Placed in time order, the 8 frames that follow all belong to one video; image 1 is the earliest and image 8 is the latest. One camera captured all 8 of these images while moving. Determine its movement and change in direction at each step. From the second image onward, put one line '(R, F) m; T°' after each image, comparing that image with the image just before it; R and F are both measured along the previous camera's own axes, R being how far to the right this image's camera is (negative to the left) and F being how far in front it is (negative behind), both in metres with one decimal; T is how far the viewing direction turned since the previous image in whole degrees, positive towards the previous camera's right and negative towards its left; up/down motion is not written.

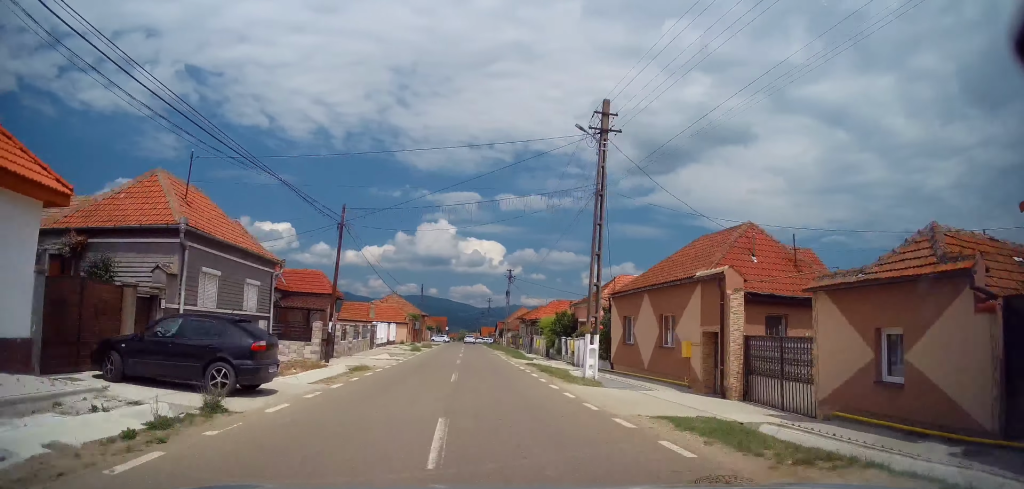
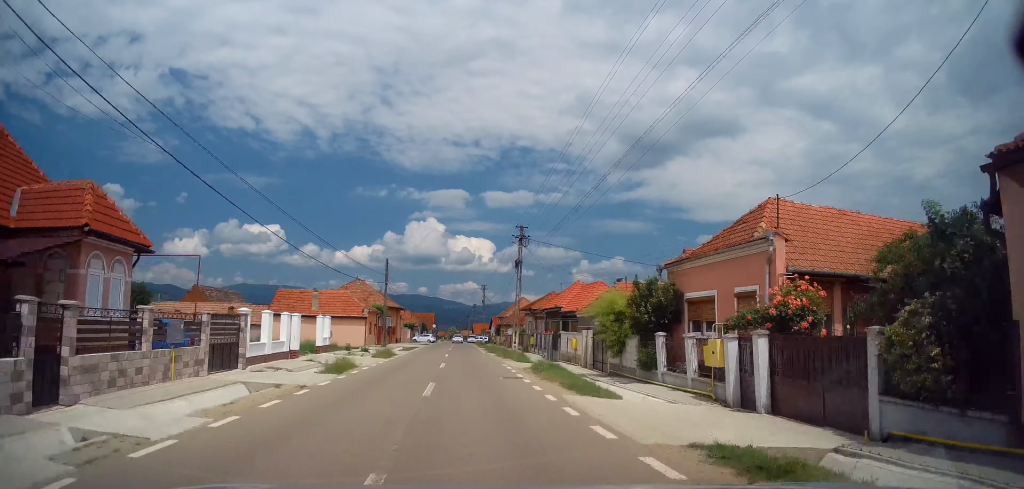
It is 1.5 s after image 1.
(+1.3, +20.6) m; +3°
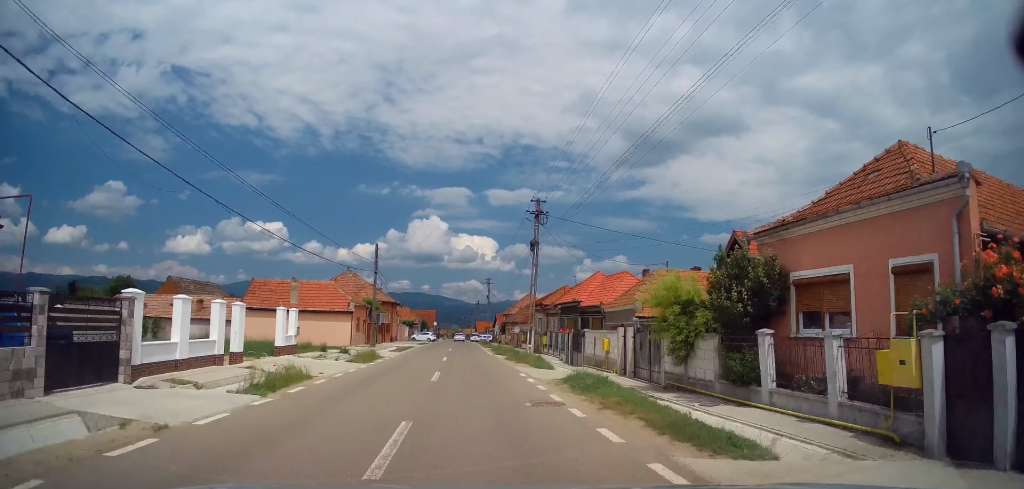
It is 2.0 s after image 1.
(-0.2, +6.3) m; -1°
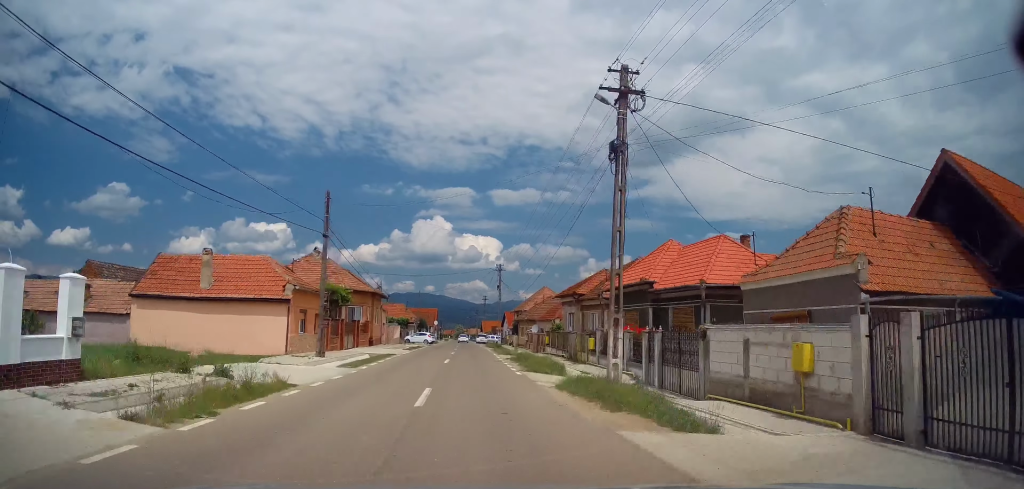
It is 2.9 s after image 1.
(-0.4, +14.0) m; -1°
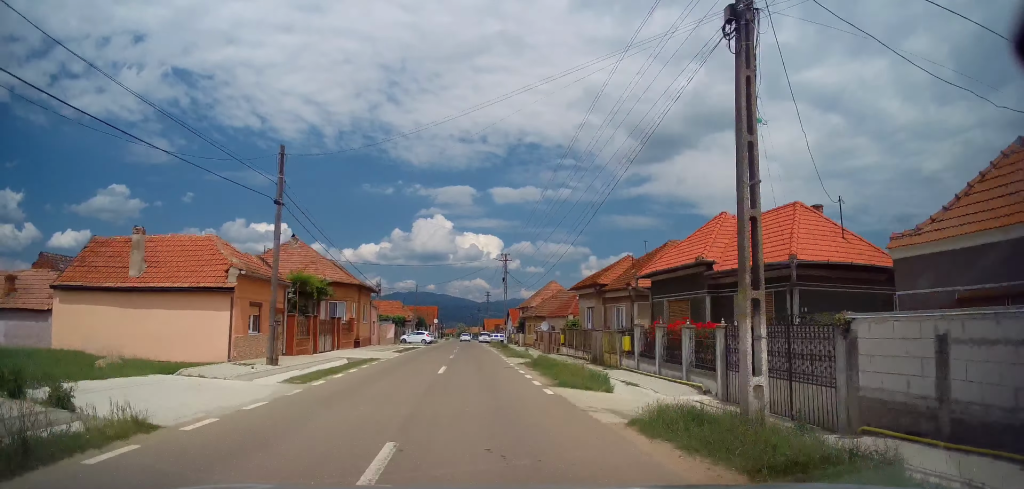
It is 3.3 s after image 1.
(+0.1, +6.1) m; +1°
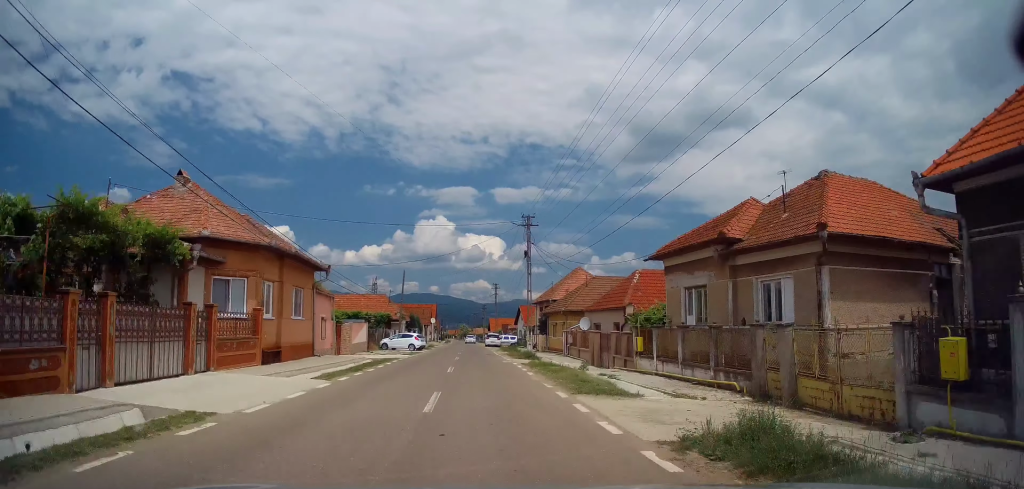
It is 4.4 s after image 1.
(+0.1, +15.8) m; 0°
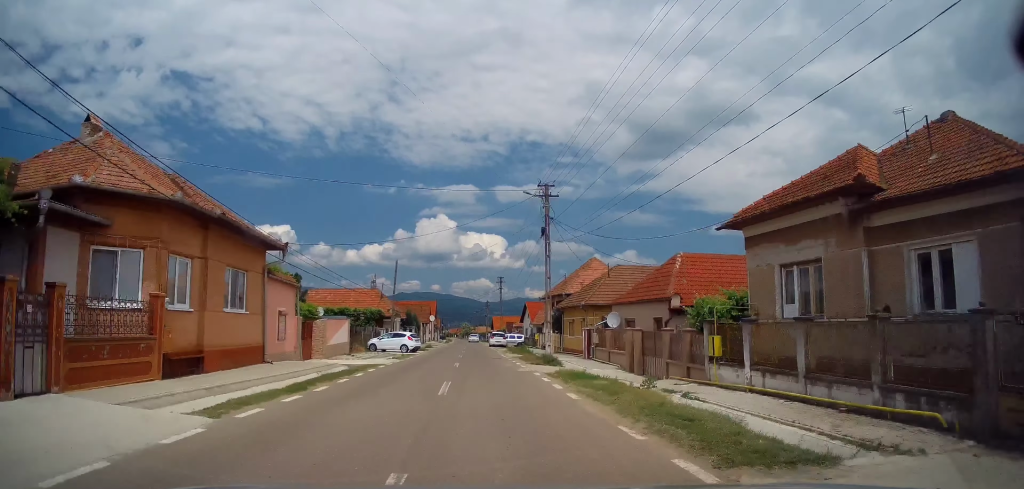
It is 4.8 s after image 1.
(0.0, +6.7) m; 0°
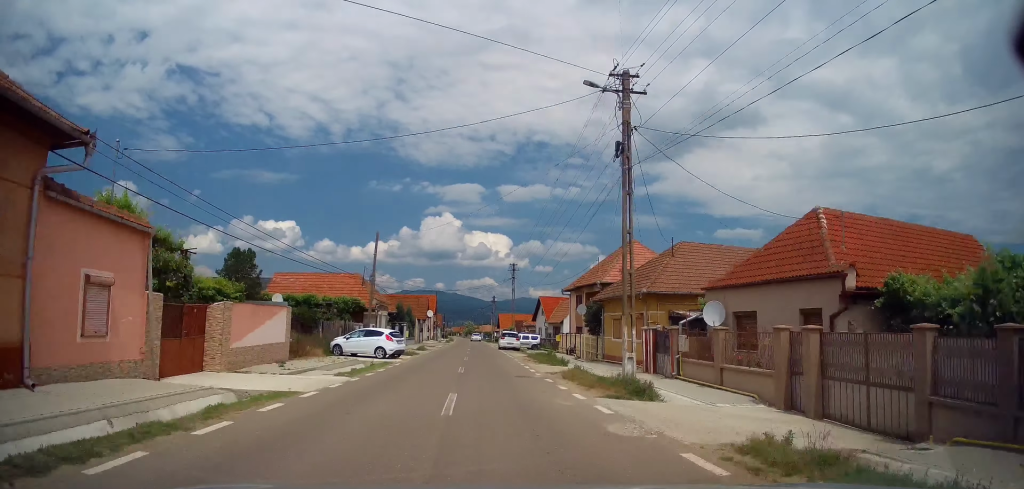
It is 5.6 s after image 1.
(+0.1, +12.0) m; -1°
